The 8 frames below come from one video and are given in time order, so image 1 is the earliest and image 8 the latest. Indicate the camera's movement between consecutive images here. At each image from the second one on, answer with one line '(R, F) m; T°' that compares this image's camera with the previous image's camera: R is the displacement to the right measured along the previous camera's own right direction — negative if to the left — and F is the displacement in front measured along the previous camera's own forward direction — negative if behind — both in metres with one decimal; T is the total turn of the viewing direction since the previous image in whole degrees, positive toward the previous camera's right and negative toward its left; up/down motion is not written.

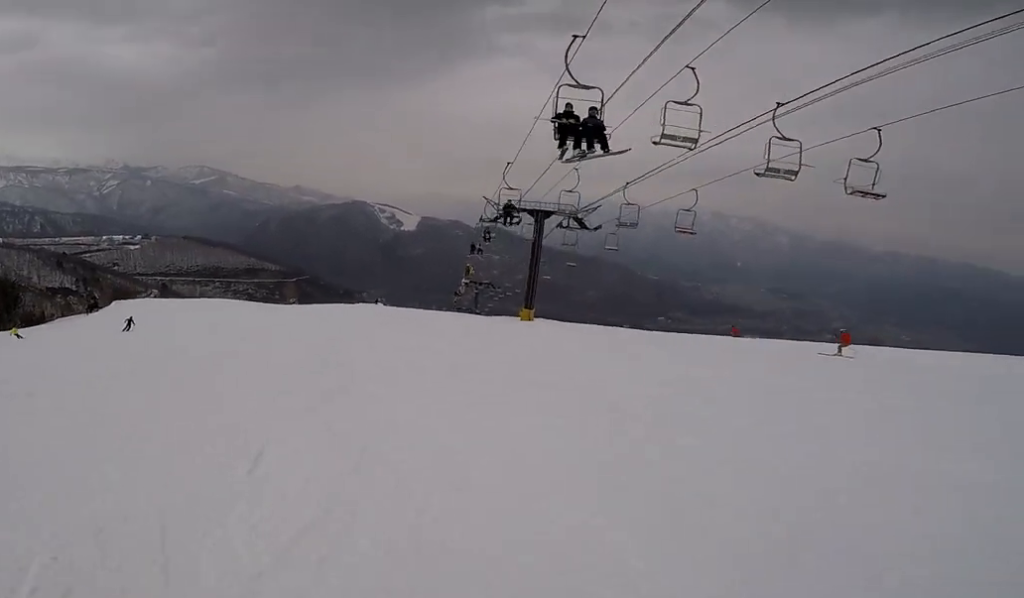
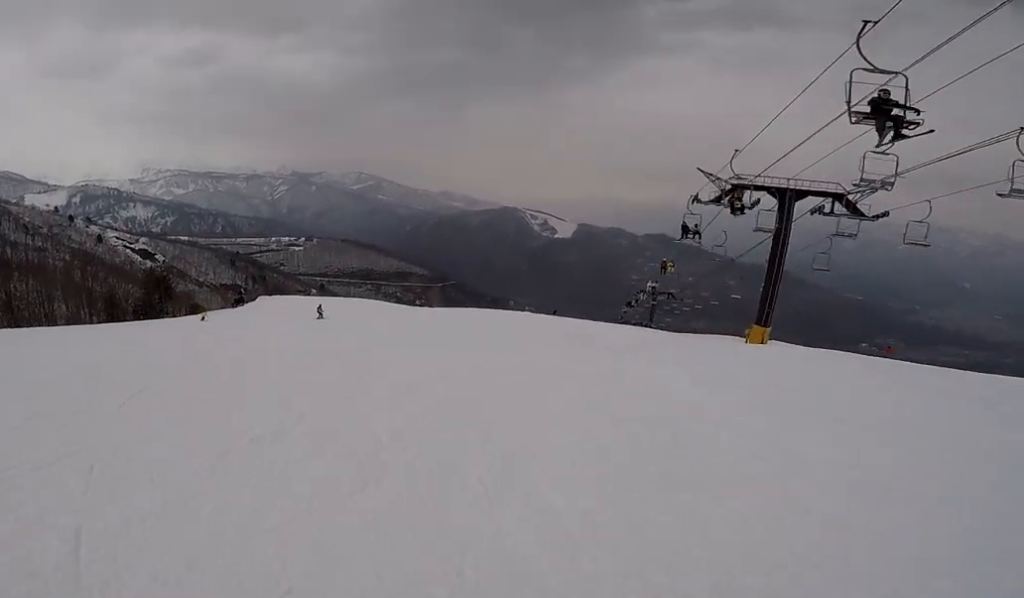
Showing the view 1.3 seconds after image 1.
(-0.5, +9.6) m; -2°
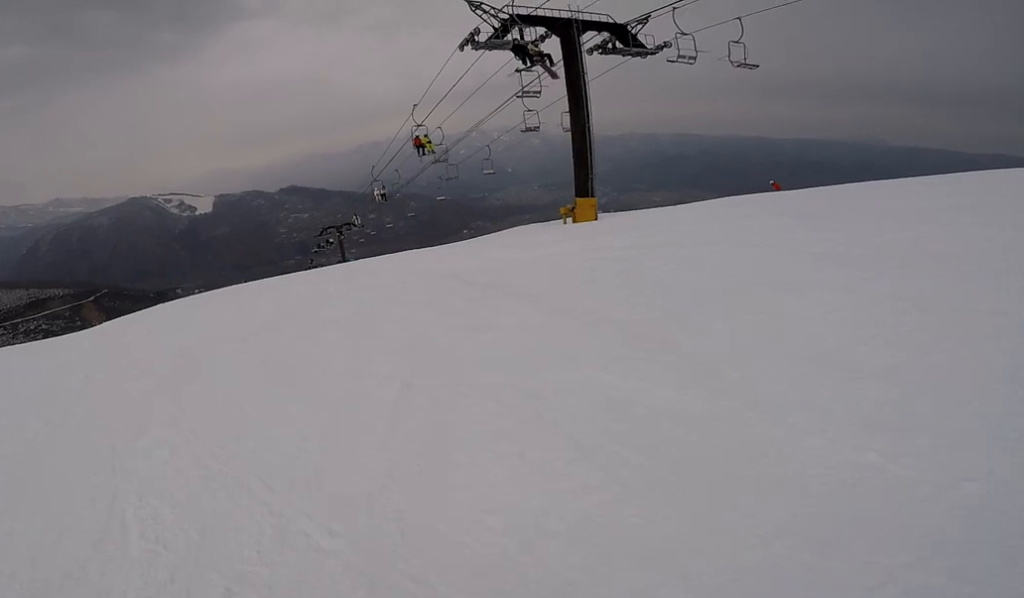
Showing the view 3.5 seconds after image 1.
(+4.9, +15.1) m; +25°
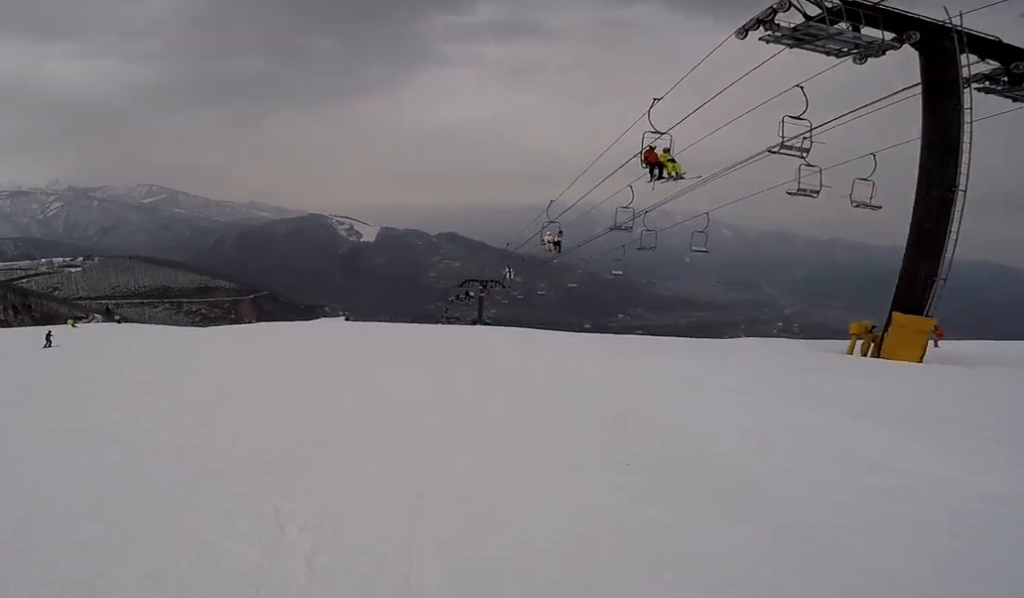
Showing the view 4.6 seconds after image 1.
(-1.1, +8.1) m; -16°
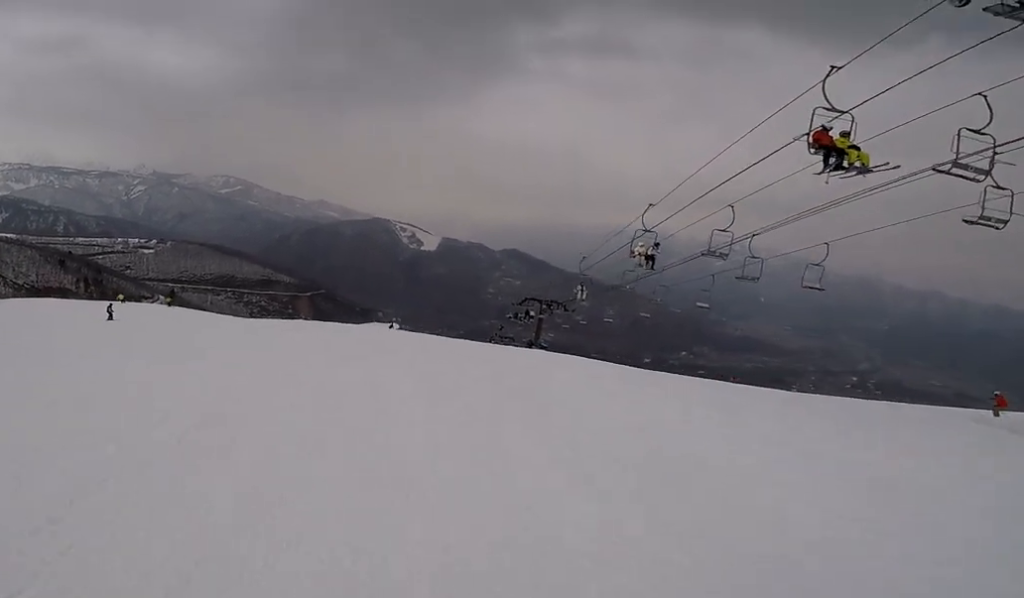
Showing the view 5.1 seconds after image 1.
(-0.3, +3.3) m; -7°
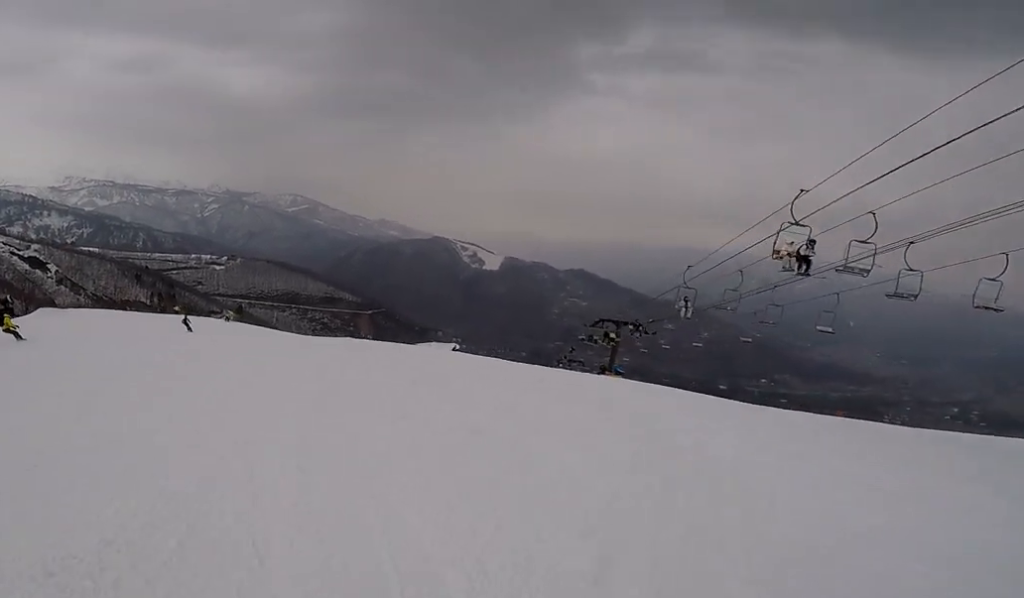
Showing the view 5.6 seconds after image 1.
(-0.1, +3.9) m; +4°
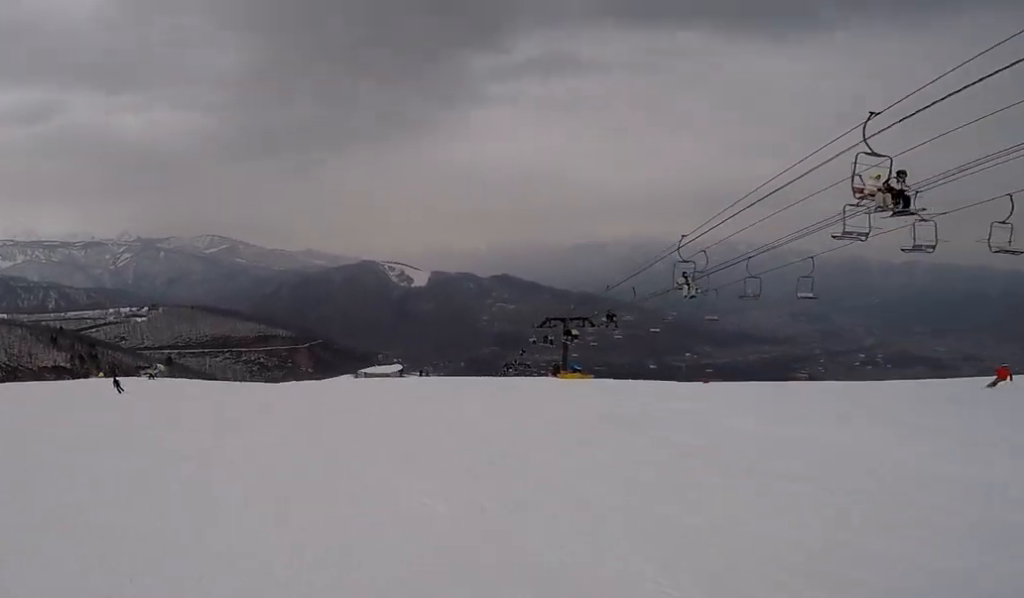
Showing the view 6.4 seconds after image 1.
(+0.1, +5.2) m; +8°
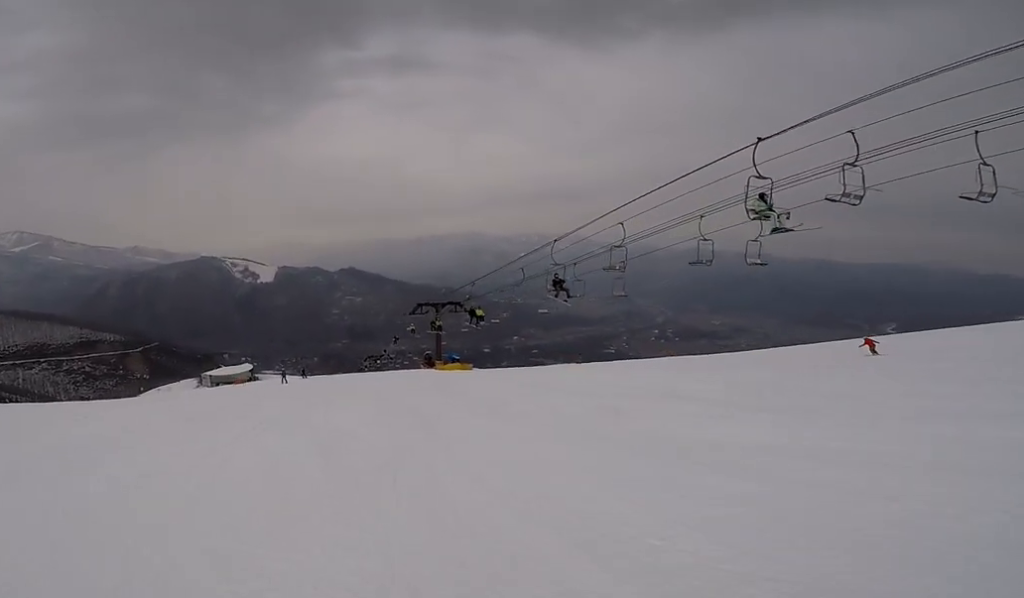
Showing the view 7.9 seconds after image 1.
(+2.0, +9.6) m; +19°
